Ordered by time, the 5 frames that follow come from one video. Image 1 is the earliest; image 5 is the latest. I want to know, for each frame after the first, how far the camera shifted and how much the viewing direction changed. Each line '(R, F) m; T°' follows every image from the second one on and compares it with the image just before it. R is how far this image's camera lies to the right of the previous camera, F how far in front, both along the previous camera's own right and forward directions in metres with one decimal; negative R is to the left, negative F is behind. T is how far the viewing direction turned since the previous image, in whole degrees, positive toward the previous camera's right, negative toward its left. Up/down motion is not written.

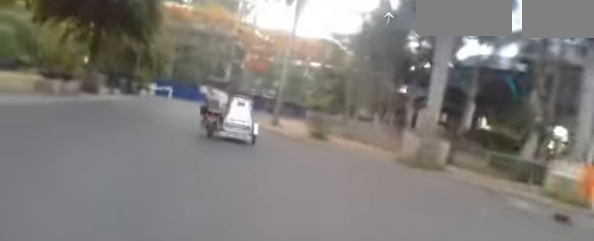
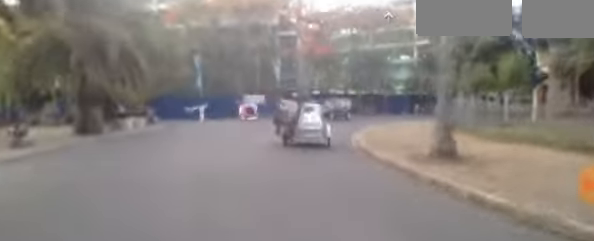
(-4.0, +15.5) m; -17°
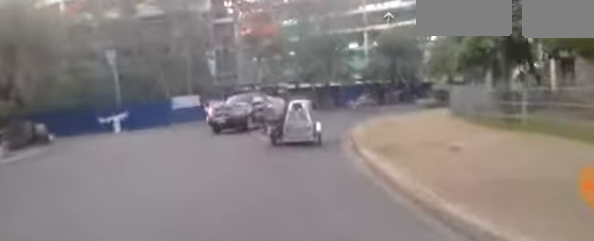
(+0.3, +7.1) m; +3°
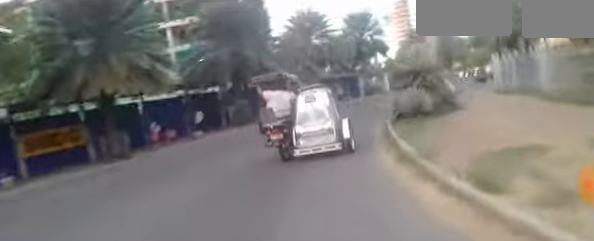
(+3.9, +16.3) m; +30°
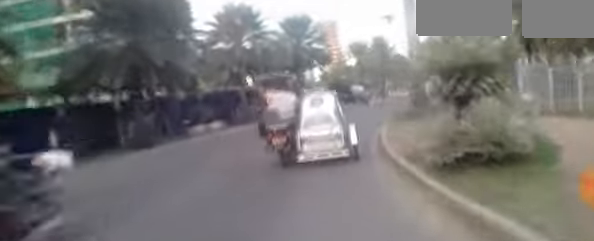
(+0.2, +5.2) m; +8°
